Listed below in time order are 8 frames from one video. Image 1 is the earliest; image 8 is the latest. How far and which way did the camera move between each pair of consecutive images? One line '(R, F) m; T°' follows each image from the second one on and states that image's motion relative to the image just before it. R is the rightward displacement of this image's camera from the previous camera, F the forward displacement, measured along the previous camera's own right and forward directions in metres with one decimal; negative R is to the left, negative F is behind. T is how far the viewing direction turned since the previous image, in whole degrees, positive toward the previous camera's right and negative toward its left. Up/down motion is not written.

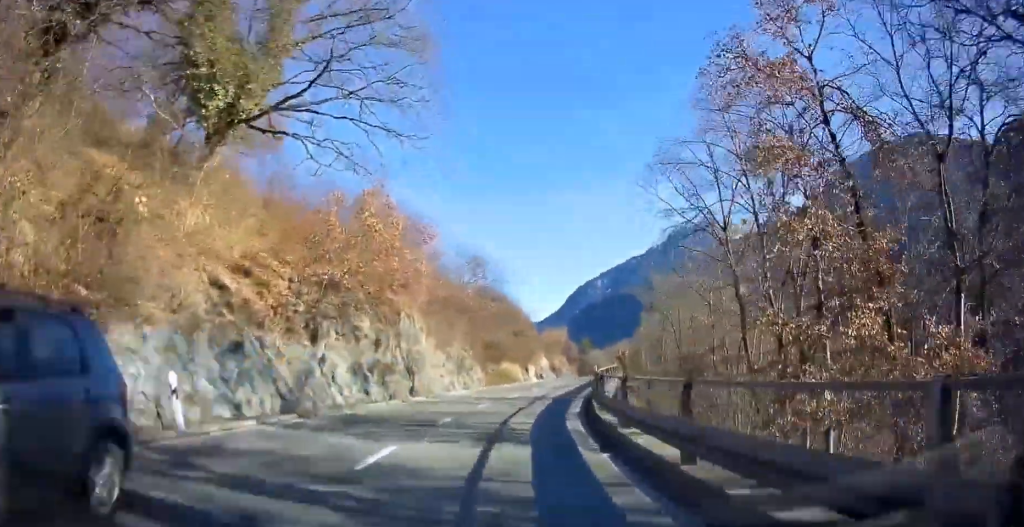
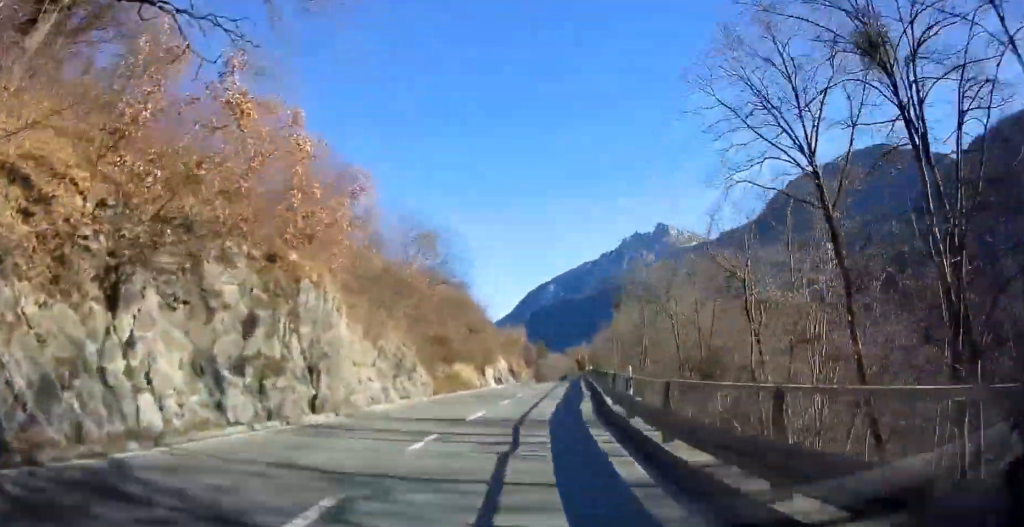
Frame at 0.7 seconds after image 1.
(+0.1, +9.4) m; +4°
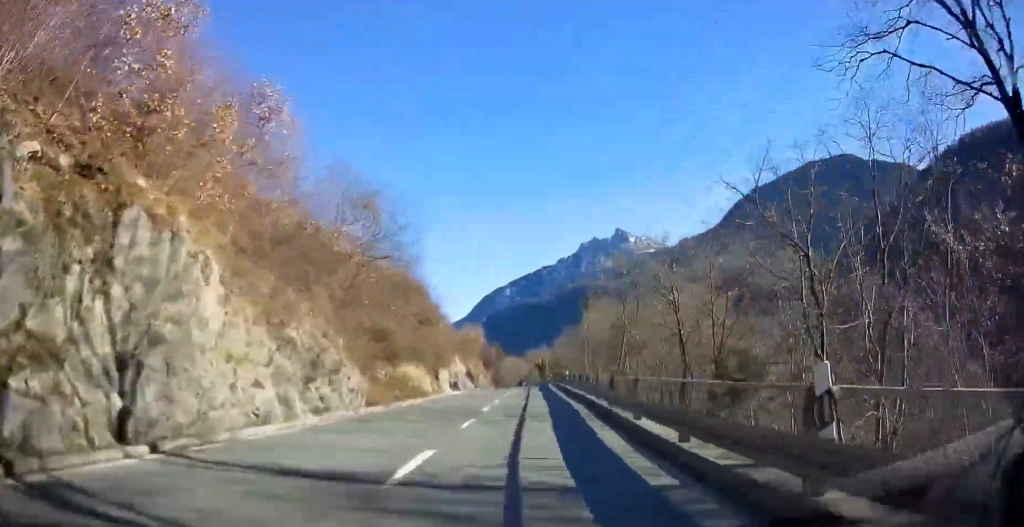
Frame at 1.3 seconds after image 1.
(-0.1, +7.8) m; +3°
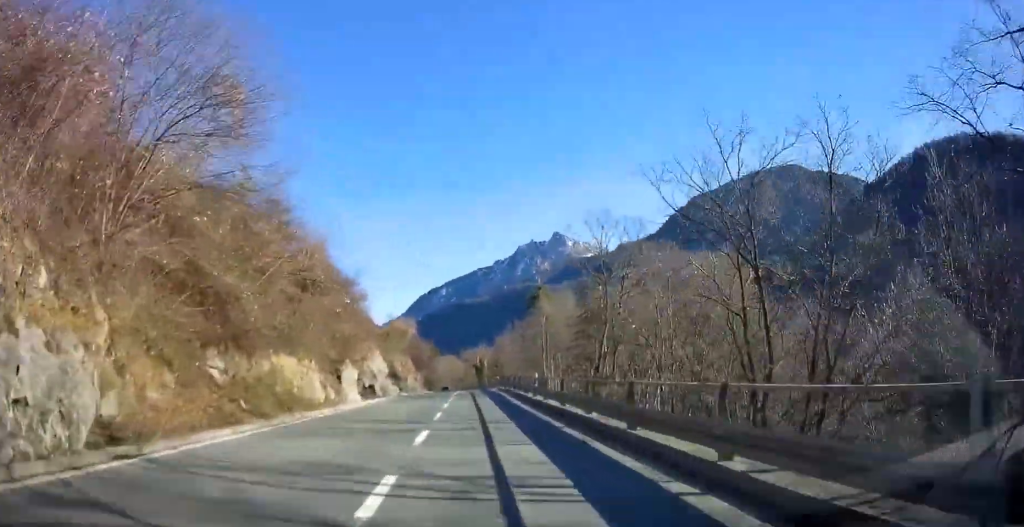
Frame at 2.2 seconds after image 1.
(+1.0, +13.5) m; +7°
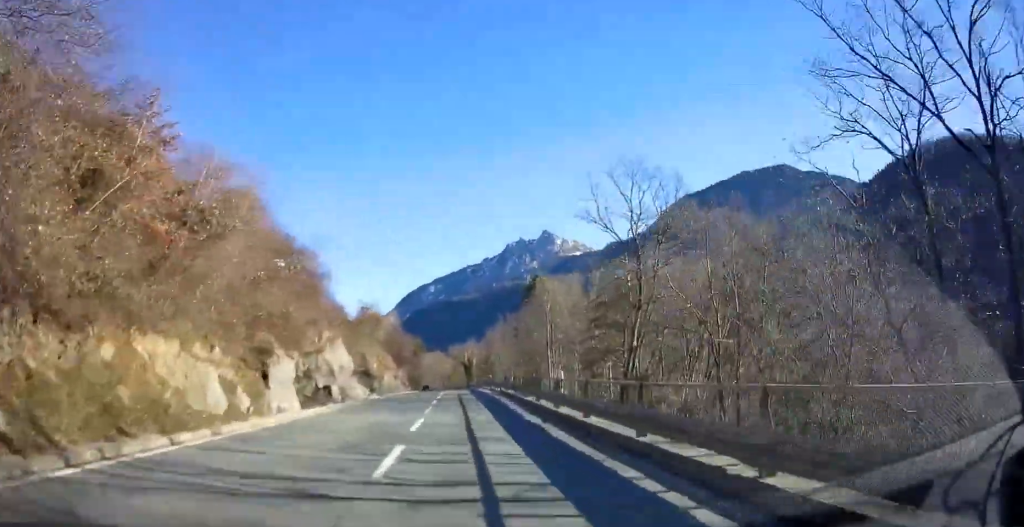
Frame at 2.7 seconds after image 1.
(+0.3, +8.8) m; +2°
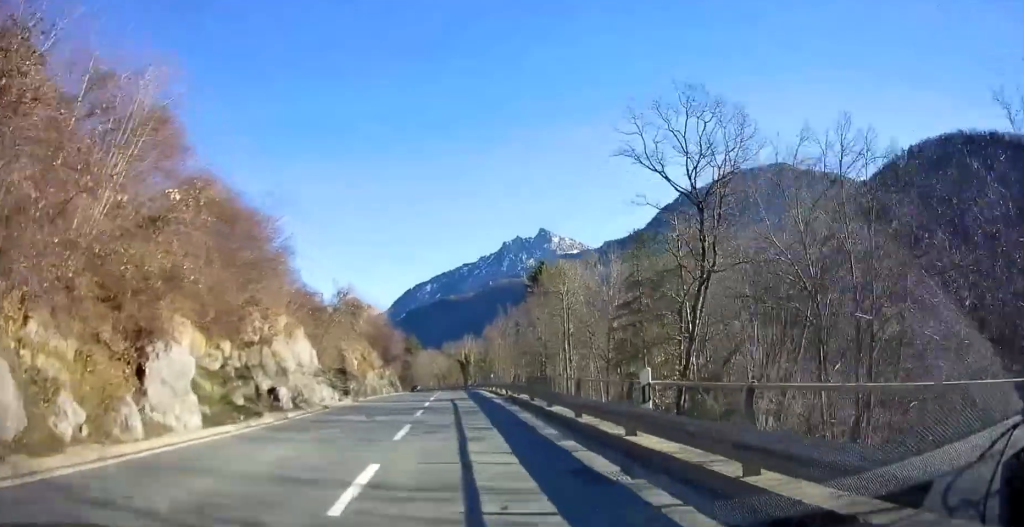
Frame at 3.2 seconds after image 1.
(+0.1, +7.7) m; +1°
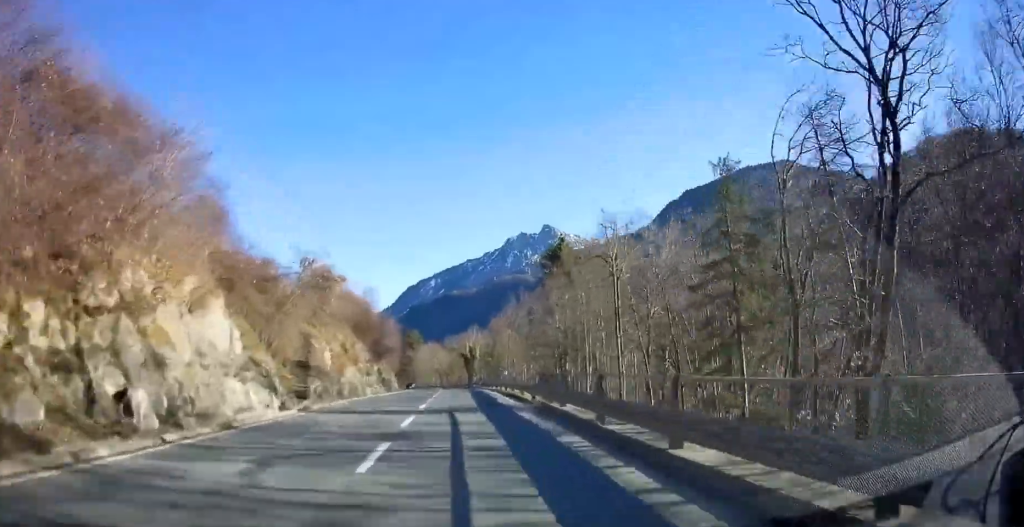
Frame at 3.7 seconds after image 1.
(+0.1, +9.5) m; 0°
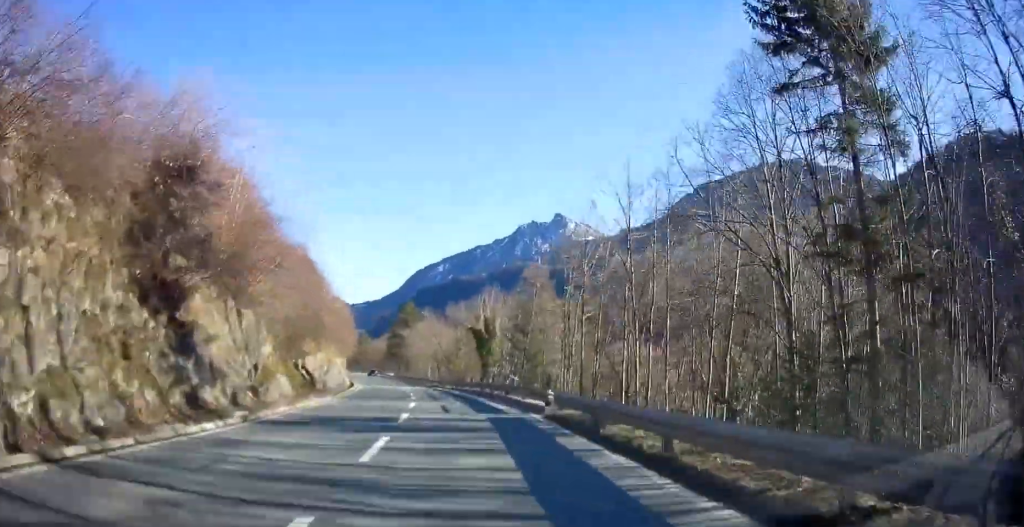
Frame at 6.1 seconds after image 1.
(+0.1, +41.8) m; 0°
